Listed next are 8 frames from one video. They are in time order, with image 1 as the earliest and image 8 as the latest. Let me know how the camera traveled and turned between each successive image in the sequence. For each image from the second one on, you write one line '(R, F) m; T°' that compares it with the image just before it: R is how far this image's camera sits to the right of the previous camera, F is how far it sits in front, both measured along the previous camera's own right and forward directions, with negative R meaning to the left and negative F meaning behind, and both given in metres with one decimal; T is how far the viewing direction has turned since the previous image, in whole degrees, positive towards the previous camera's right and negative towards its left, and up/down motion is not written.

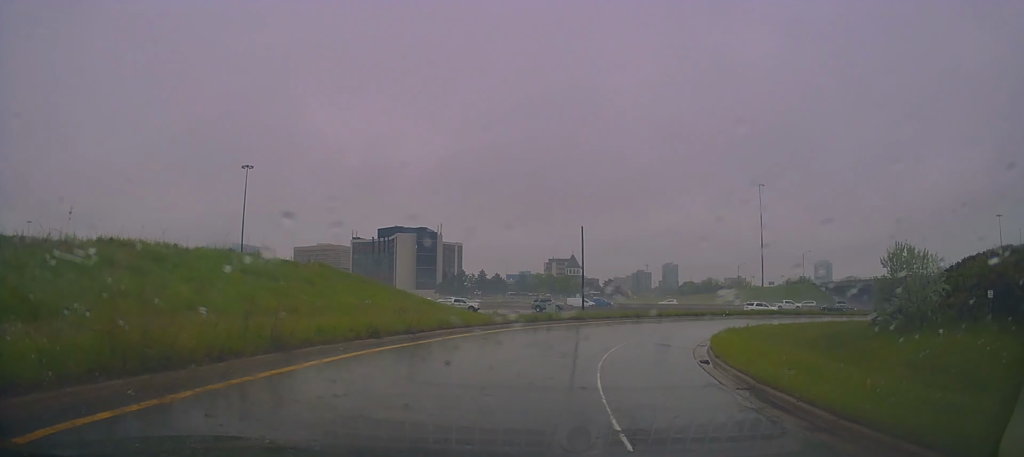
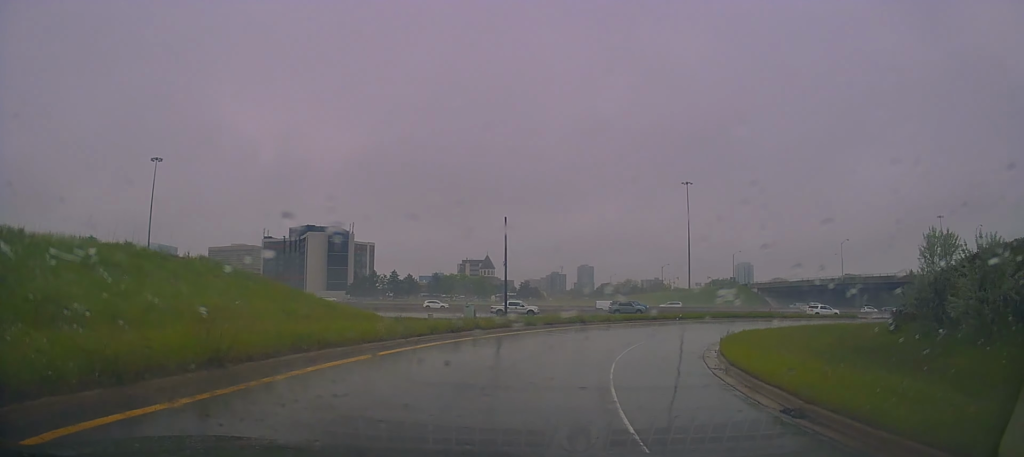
(+0.8, +7.9) m; +10°
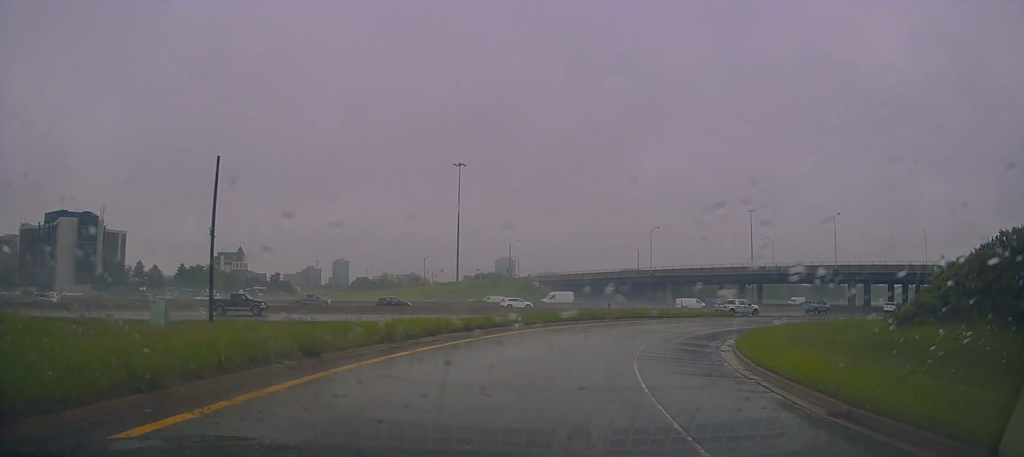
(+3.3, +21.8) m; +23°
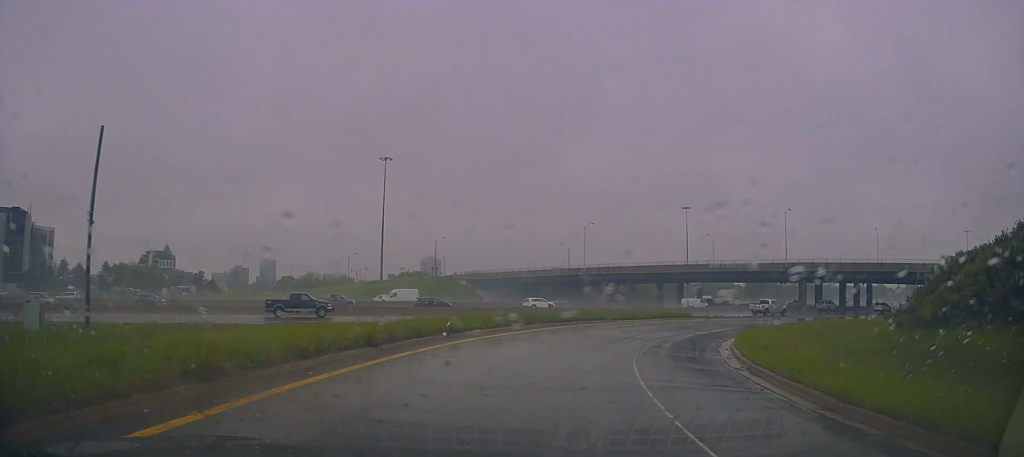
(+0.6, +6.2) m; +8°
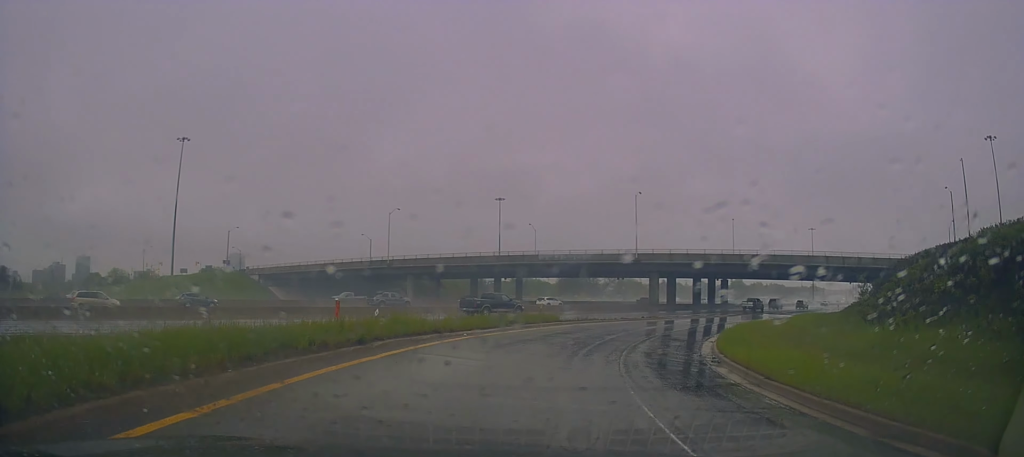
(+3.1, +15.3) m; +20°
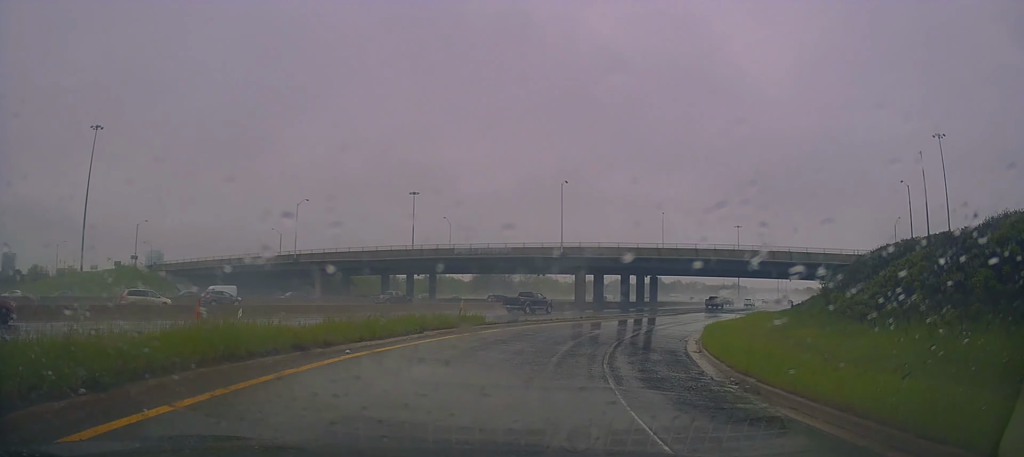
(-0.2, +6.7) m; +8°
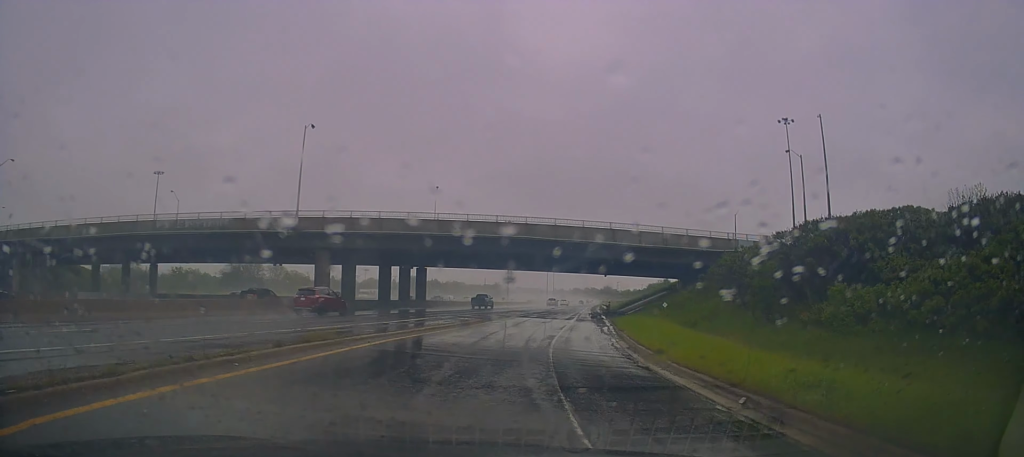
(+6.0, +23.6) m; +23°
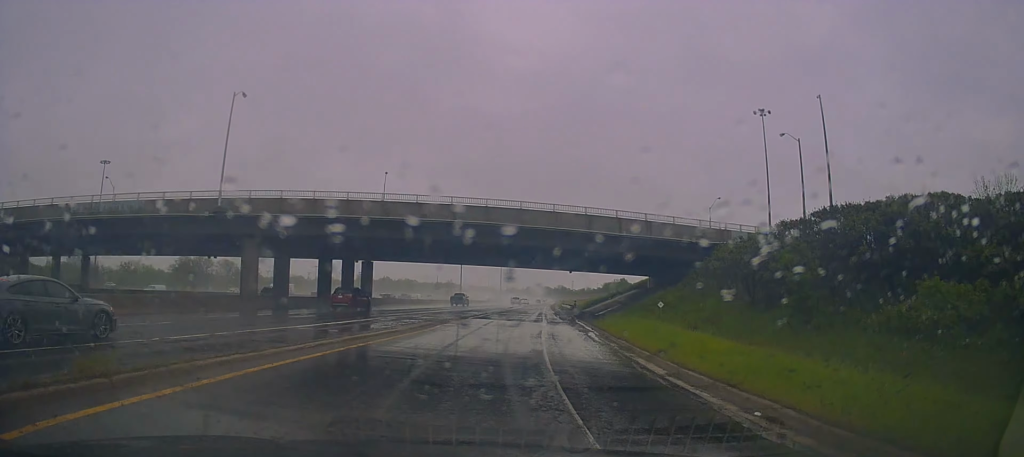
(+0.3, +7.8) m; +5°
